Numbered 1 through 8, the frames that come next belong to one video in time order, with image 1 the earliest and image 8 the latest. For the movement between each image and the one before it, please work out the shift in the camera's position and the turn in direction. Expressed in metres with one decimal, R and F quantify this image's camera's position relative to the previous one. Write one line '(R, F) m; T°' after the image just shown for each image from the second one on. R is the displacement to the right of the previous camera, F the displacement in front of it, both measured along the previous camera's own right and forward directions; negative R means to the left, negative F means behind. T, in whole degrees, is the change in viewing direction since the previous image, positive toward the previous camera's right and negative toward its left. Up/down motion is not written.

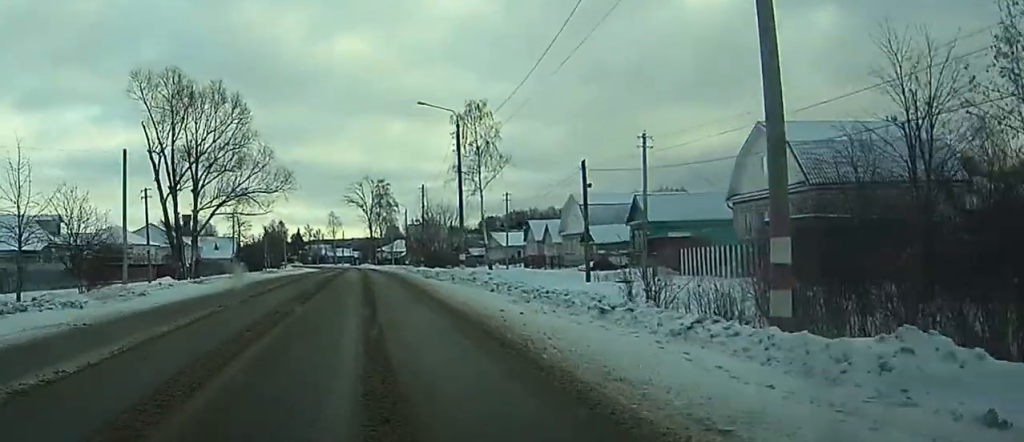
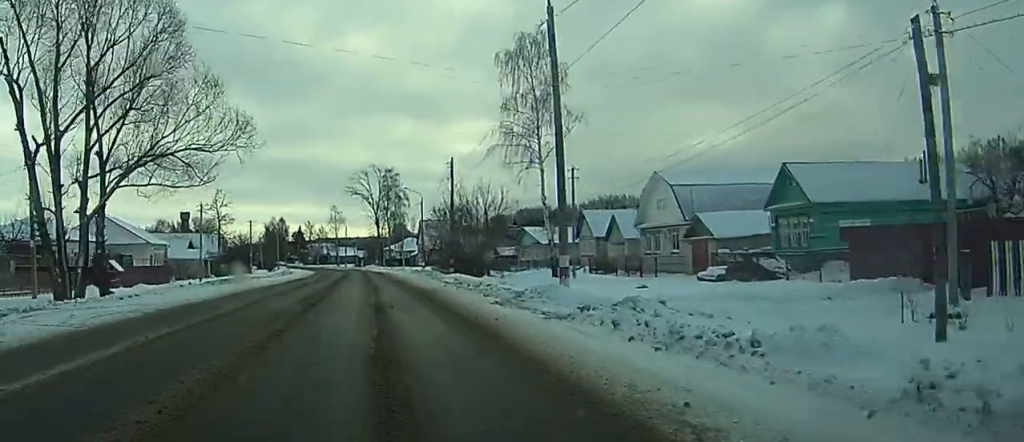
(0.0, +24.2) m; 0°
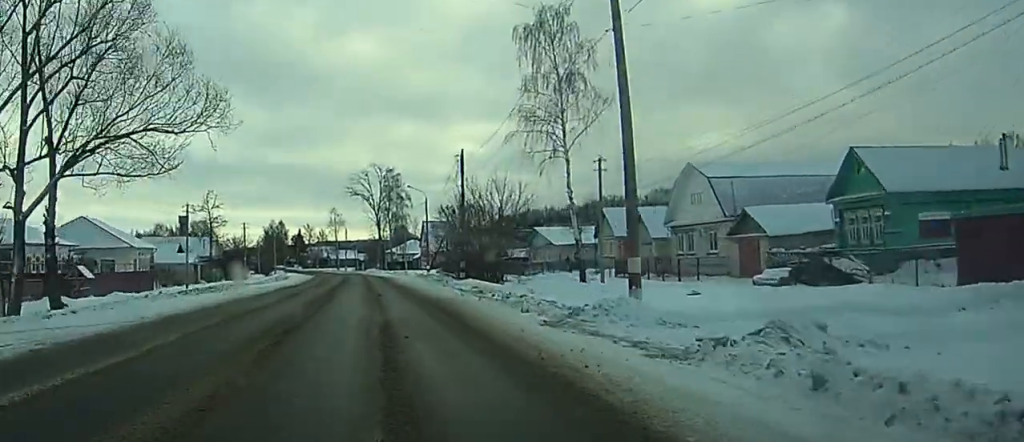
(0.0, +6.6) m; 0°
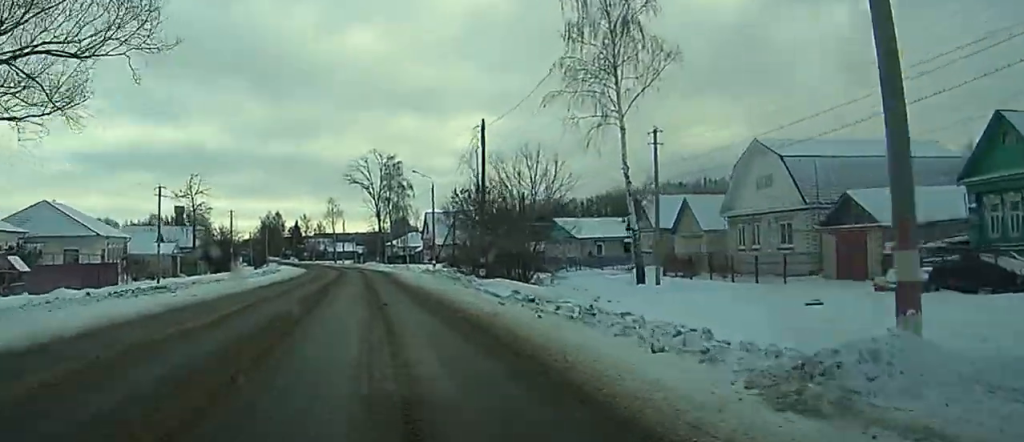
(0.0, +10.0) m; 0°
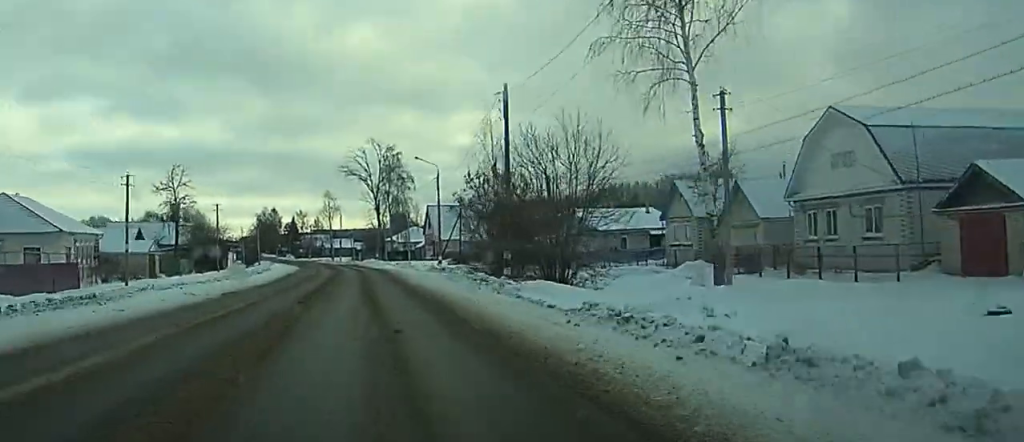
(0.0, +8.4) m; 0°
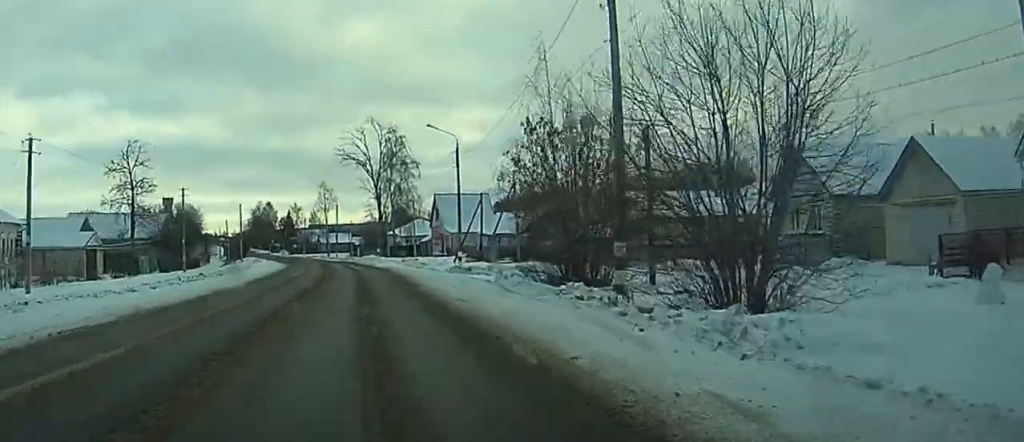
(0.0, +16.8) m; 0°
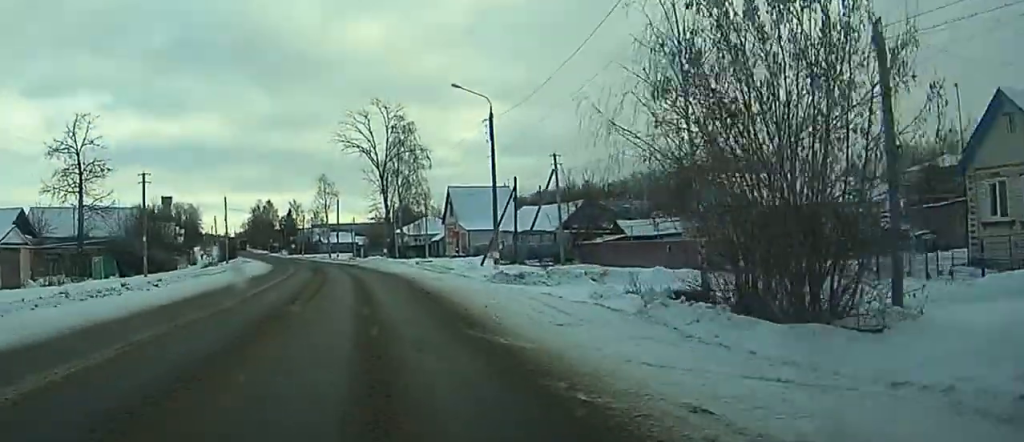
(0.0, +14.7) m; 0°
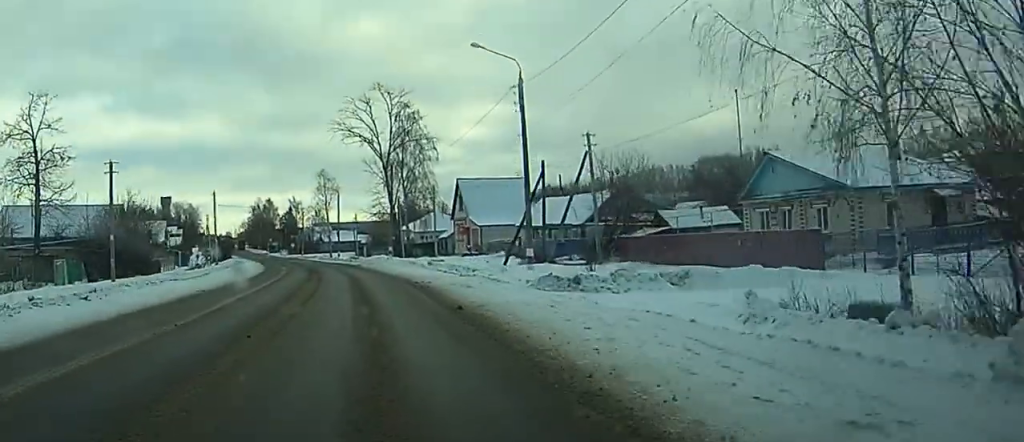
(0.0, +8.5) m; 0°
